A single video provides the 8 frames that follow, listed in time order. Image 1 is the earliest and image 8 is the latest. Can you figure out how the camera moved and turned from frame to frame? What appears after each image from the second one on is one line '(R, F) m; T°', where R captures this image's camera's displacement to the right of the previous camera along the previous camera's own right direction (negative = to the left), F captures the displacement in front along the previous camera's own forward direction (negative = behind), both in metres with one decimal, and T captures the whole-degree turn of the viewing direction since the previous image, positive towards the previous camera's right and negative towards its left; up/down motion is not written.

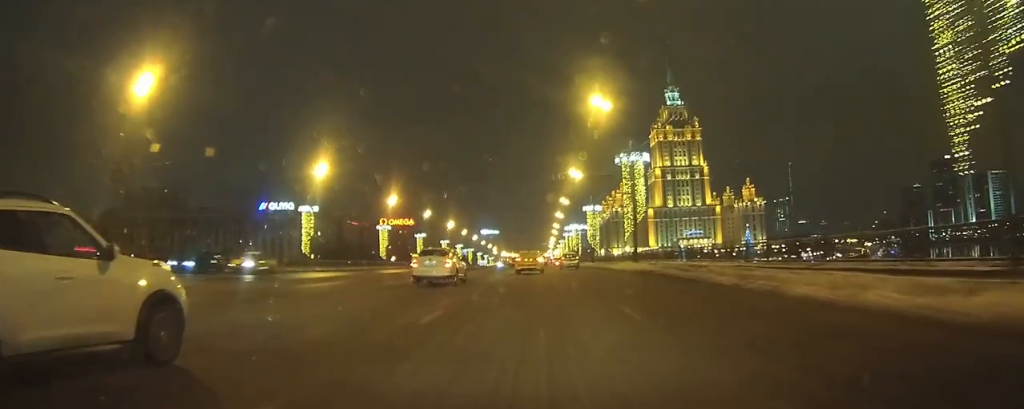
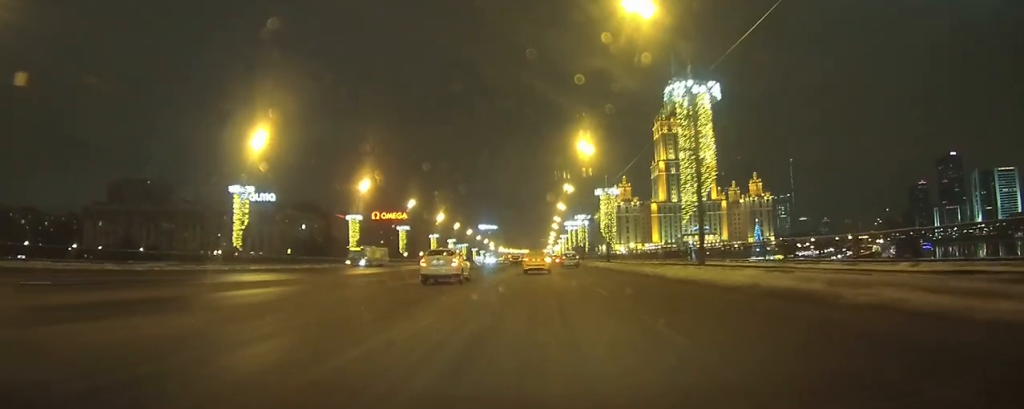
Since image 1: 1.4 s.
(-0.1, +17.8) m; -1°
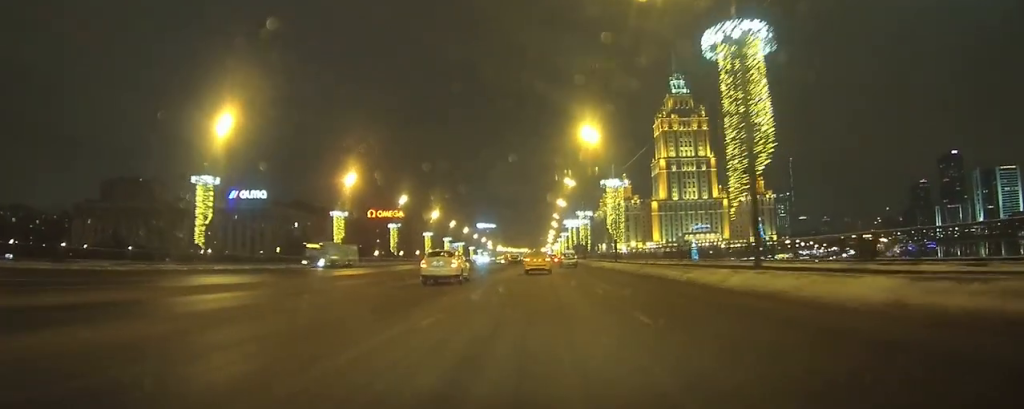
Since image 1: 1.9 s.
(-0.1, +8.5) m; 0°
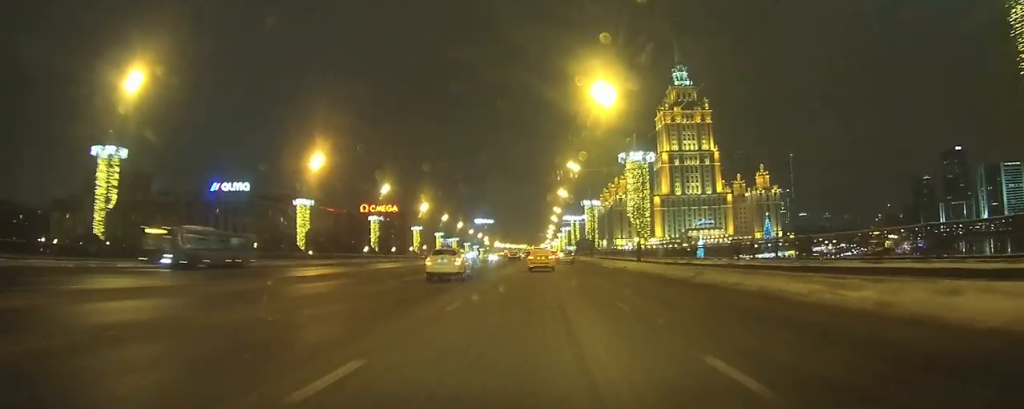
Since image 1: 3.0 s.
(-0.1, +16.5) m; 0°
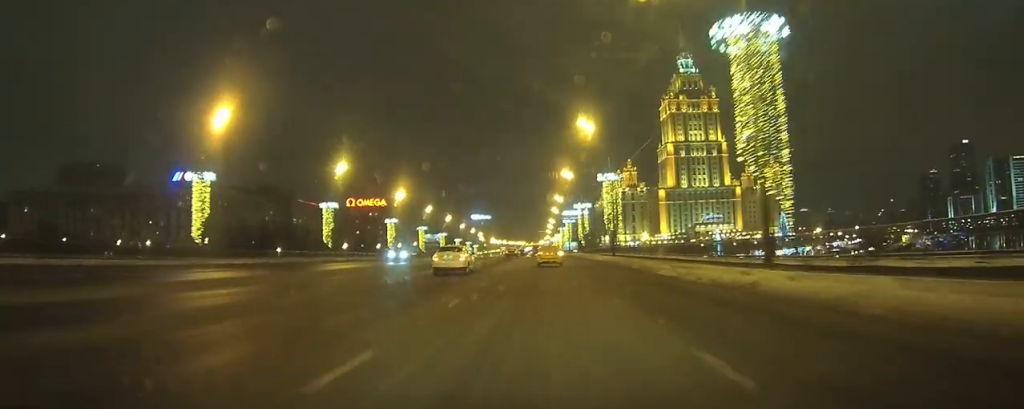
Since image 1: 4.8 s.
(0.0, +25.7) m; +1°
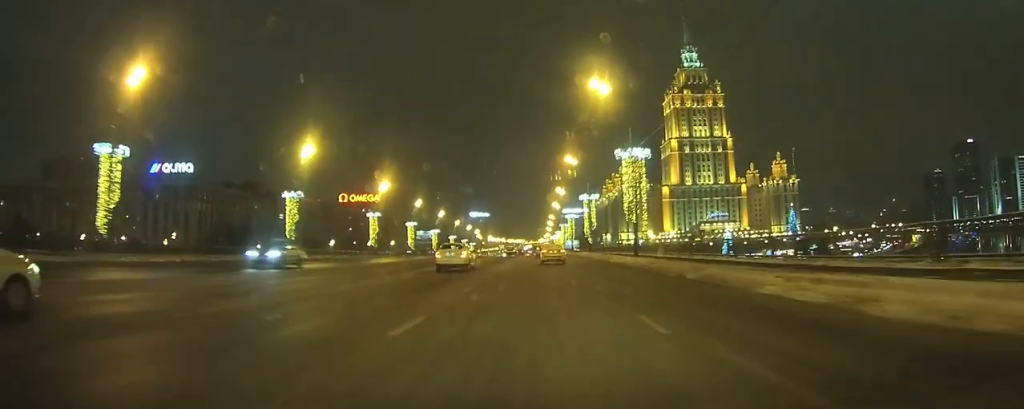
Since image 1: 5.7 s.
(+0.1, +11.5) m; +1°
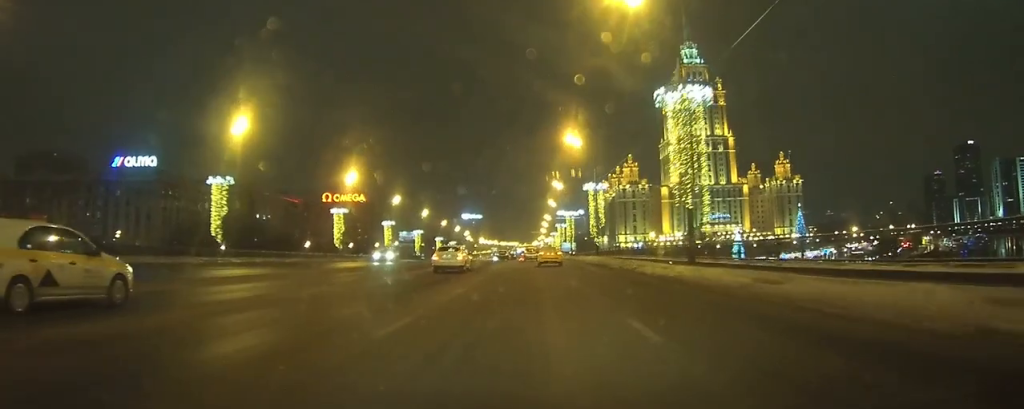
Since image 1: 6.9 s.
(0.0, +13.3) m; 0°
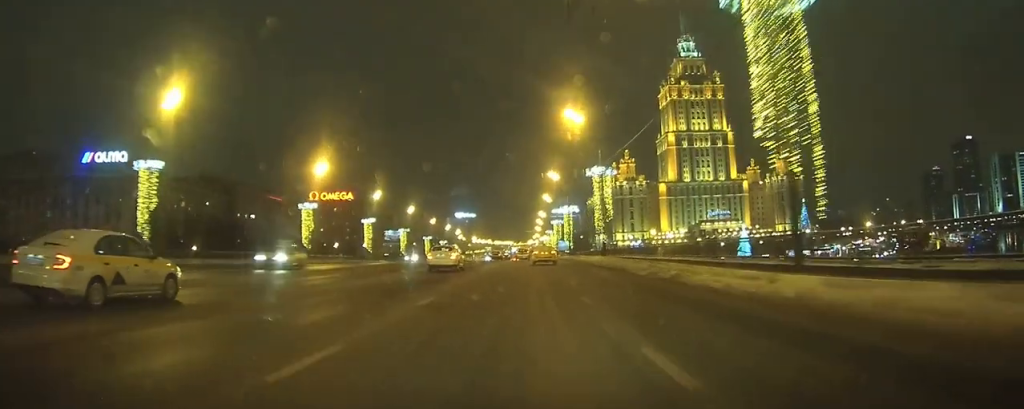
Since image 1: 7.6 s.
(0.0, +8.5) m; 0°
